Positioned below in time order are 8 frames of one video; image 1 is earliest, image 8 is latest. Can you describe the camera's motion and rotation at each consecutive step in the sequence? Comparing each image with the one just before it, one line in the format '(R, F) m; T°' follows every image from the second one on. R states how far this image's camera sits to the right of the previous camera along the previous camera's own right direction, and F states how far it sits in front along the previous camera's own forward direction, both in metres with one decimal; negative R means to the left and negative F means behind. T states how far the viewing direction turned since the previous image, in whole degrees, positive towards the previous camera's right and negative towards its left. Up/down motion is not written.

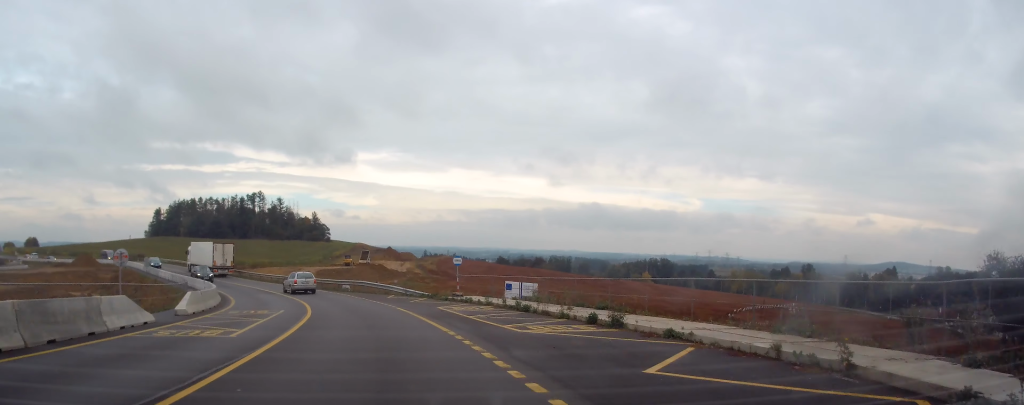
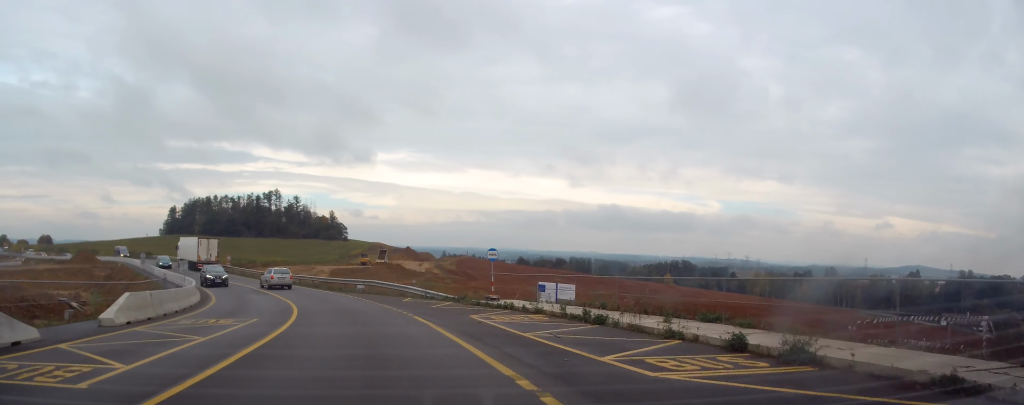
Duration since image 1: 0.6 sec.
(+0.1, +7.0) m; -1°
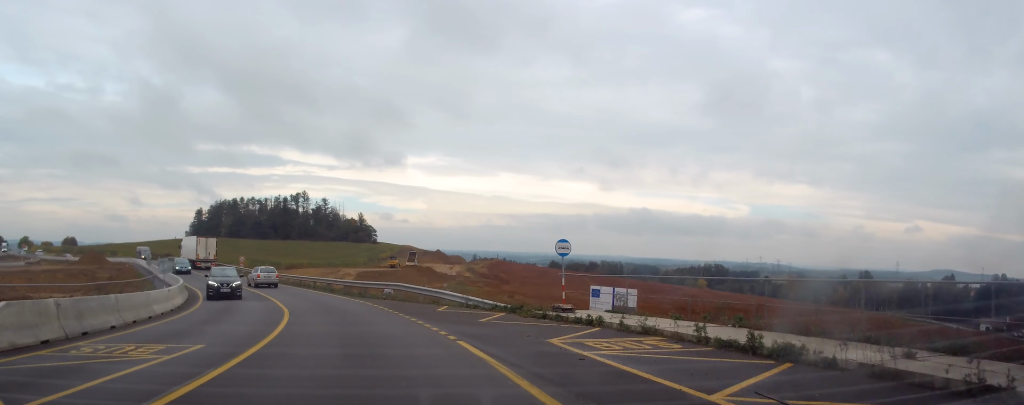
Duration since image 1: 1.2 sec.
(-0.3, +7.2) m; -3°
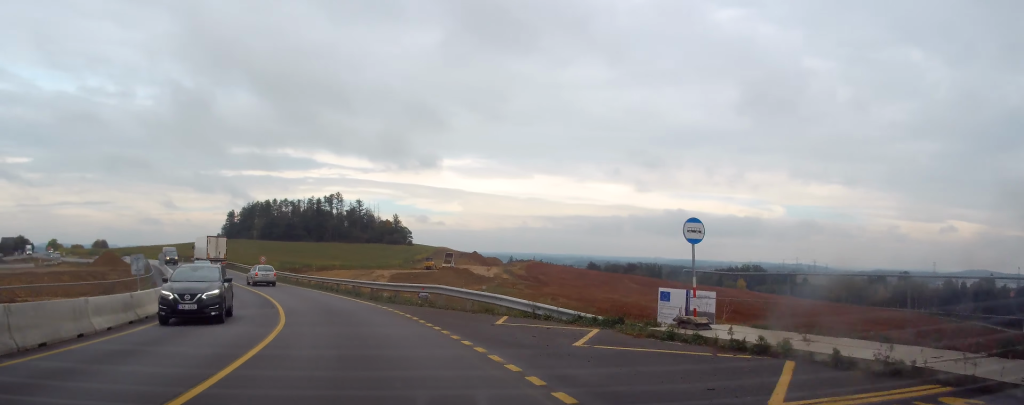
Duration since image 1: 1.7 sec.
(-0.1, +6.4) m; -3°
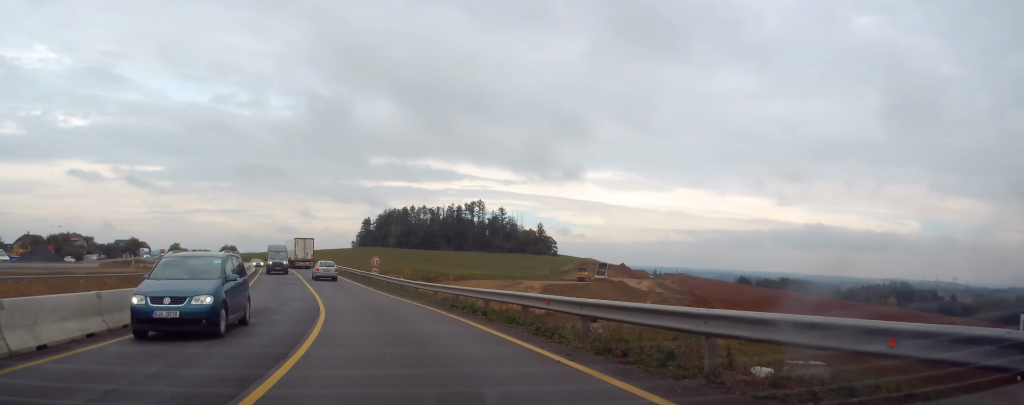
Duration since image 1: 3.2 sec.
(-1.7, +18.3) m; -11°
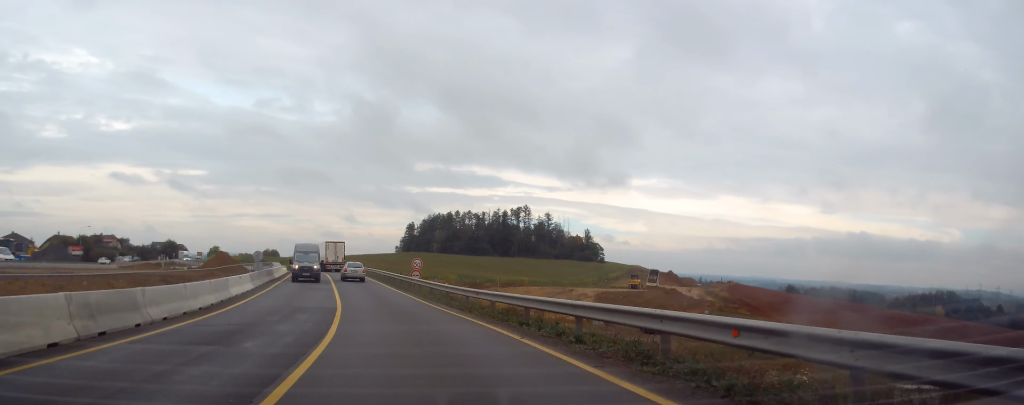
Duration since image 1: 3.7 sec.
(-0.2, +6.3) m; -3°
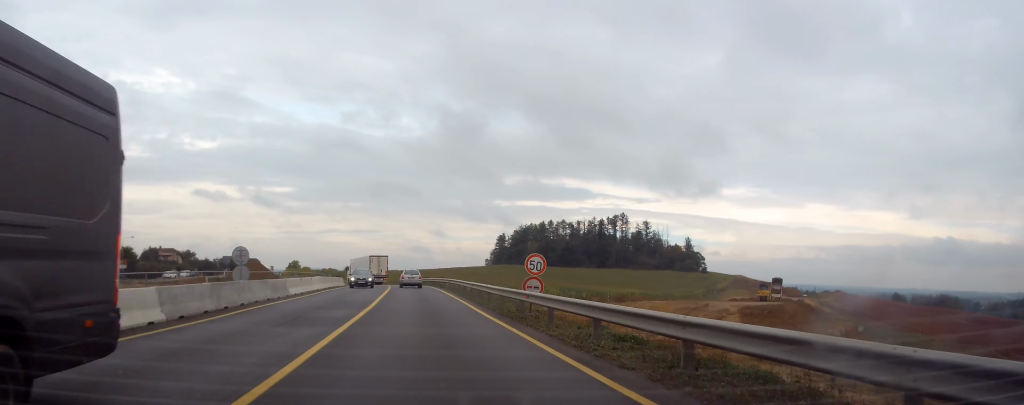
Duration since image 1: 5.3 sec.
(-1.0, +20.3) m; -5°
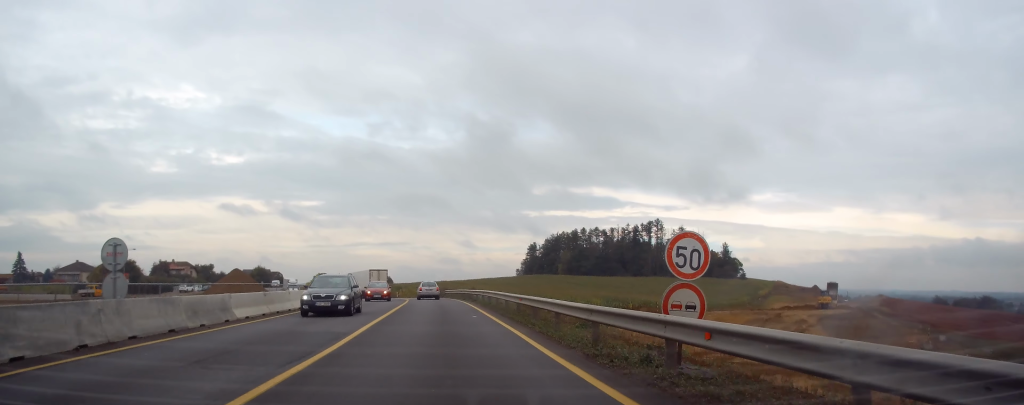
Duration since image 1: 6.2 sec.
(-0.4, +11.4) m; -4°
